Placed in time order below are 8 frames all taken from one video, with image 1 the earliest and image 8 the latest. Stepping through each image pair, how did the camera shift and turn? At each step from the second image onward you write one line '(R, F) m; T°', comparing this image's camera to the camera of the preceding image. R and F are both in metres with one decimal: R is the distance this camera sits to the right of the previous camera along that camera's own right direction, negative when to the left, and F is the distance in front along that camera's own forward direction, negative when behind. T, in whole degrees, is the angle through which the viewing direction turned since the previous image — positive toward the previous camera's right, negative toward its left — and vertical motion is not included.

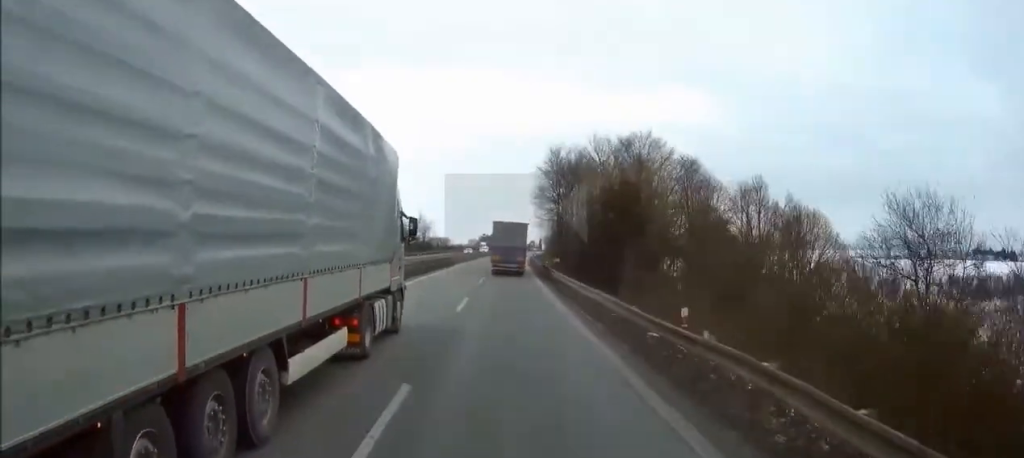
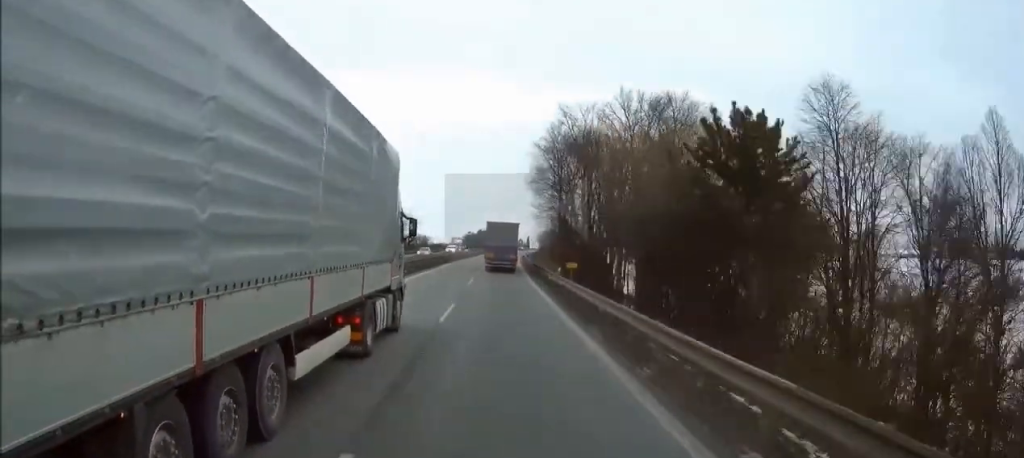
(+0.3, +22.0) m; +1°
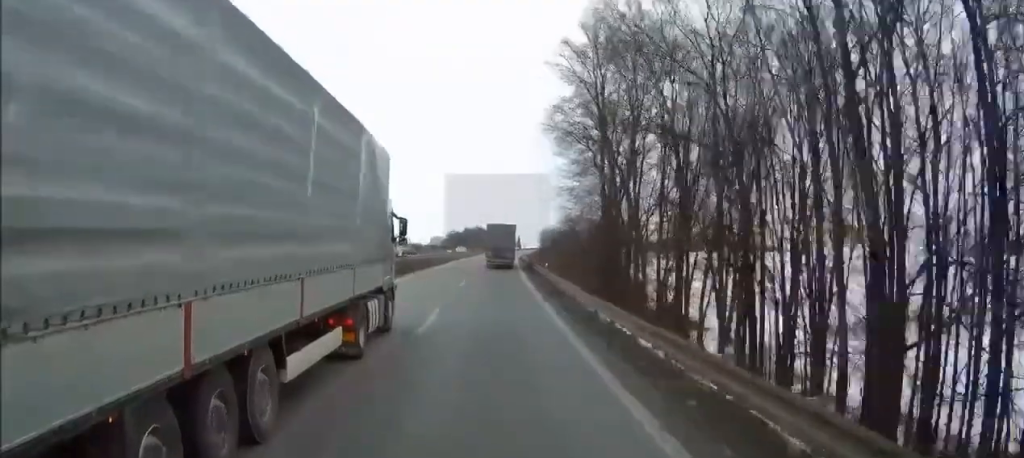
(+0.3, +38.3) m; +1°
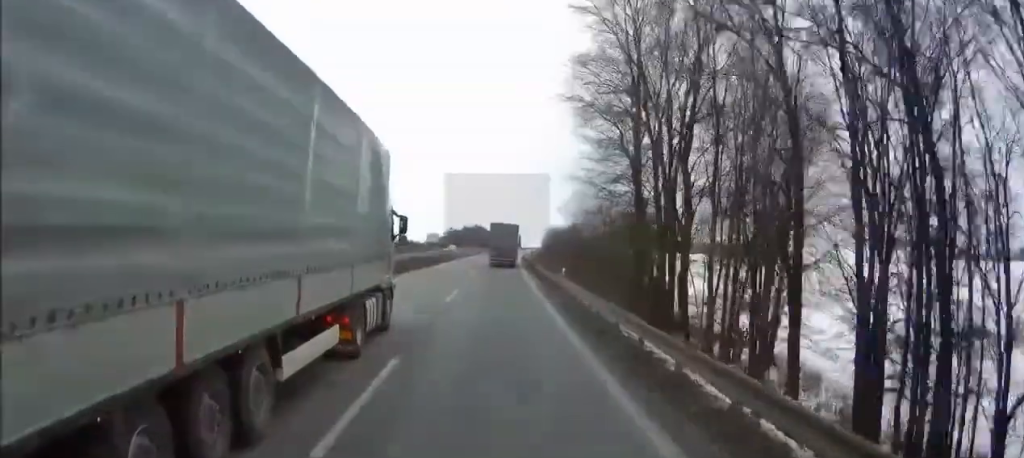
(0.0, +9.9) m; 0°
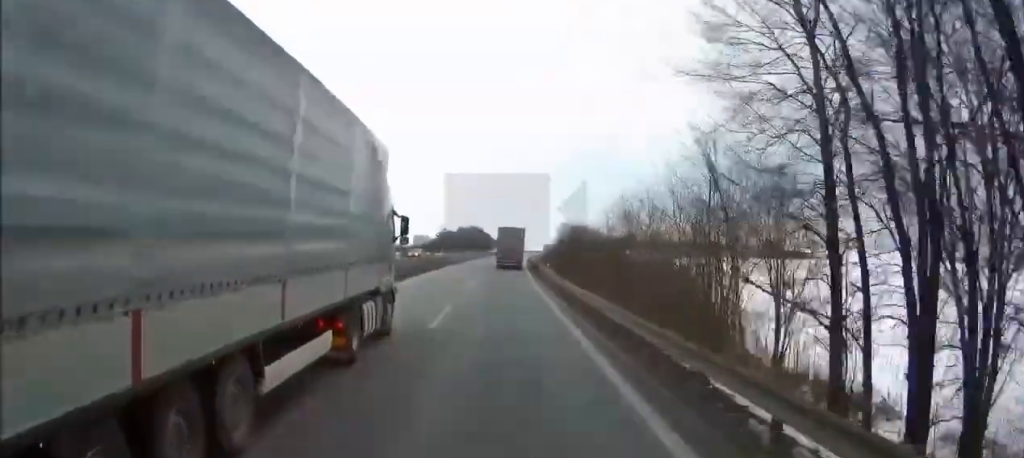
(0.0, +24.3) m; 0°
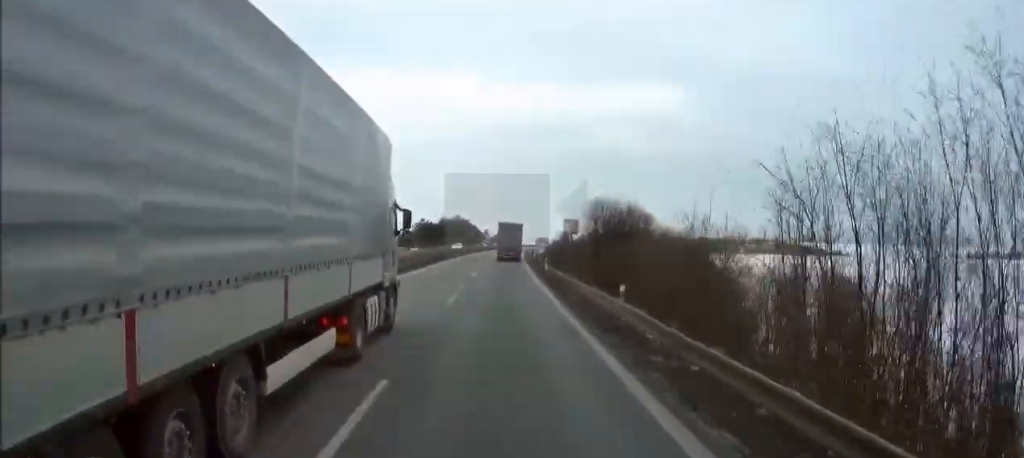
(-0.3, +29.8) m; -1°
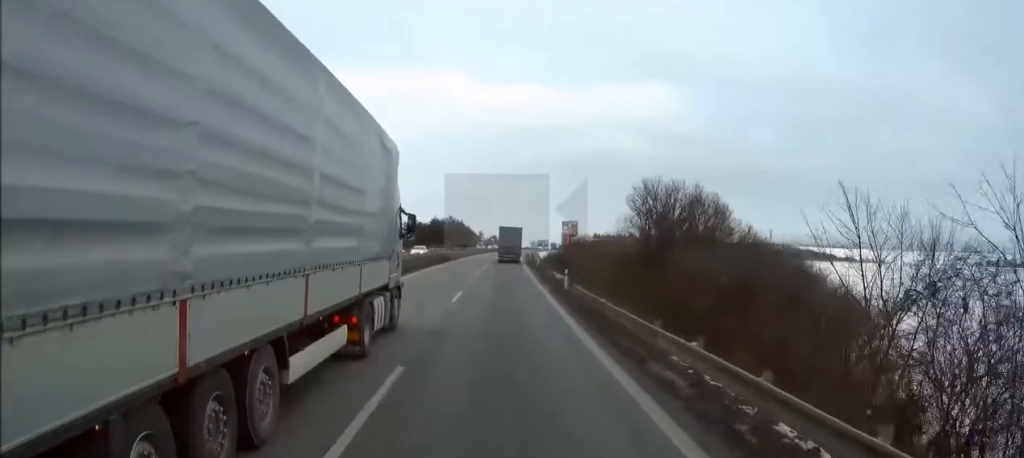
(+0.1, +16.5) m; +1°
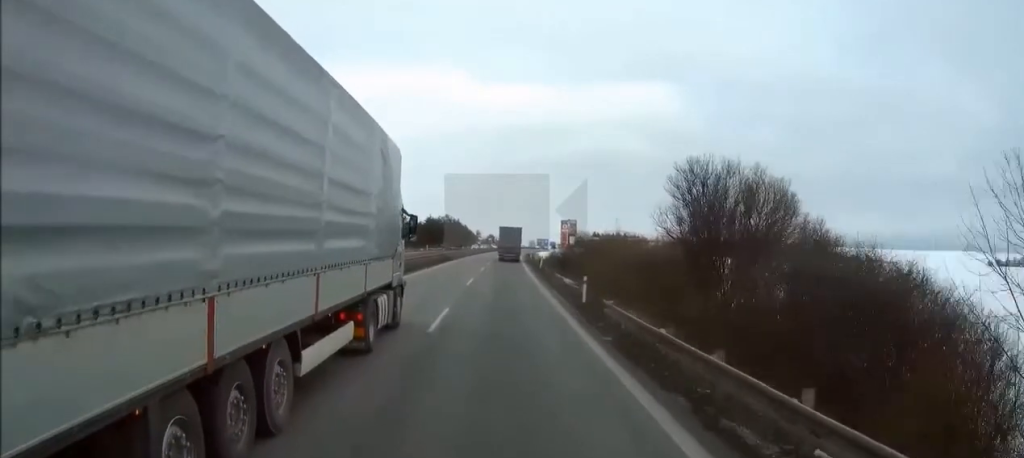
(0.0, +7.3) m; +1°
